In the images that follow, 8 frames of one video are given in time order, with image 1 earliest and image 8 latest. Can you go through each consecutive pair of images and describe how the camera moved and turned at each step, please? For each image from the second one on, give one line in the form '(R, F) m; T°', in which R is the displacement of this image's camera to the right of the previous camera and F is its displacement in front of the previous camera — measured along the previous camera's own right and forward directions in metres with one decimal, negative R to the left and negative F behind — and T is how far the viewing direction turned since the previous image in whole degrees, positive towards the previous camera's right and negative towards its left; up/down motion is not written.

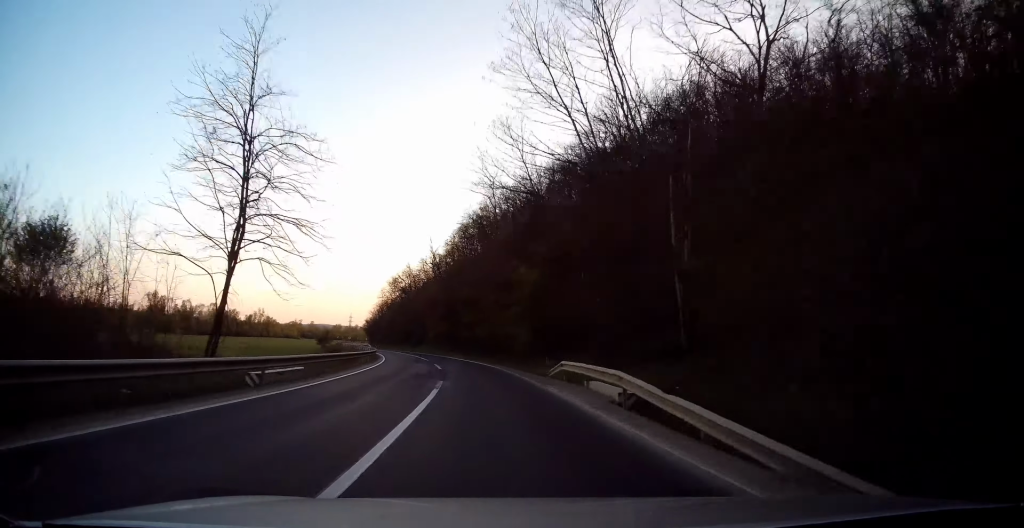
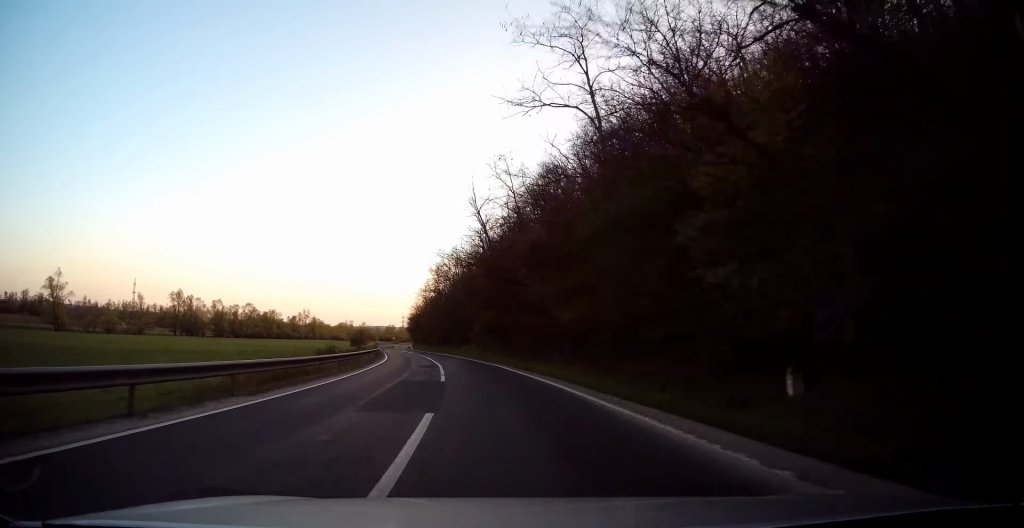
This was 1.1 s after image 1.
(-1.8, +27.1) m; -7°
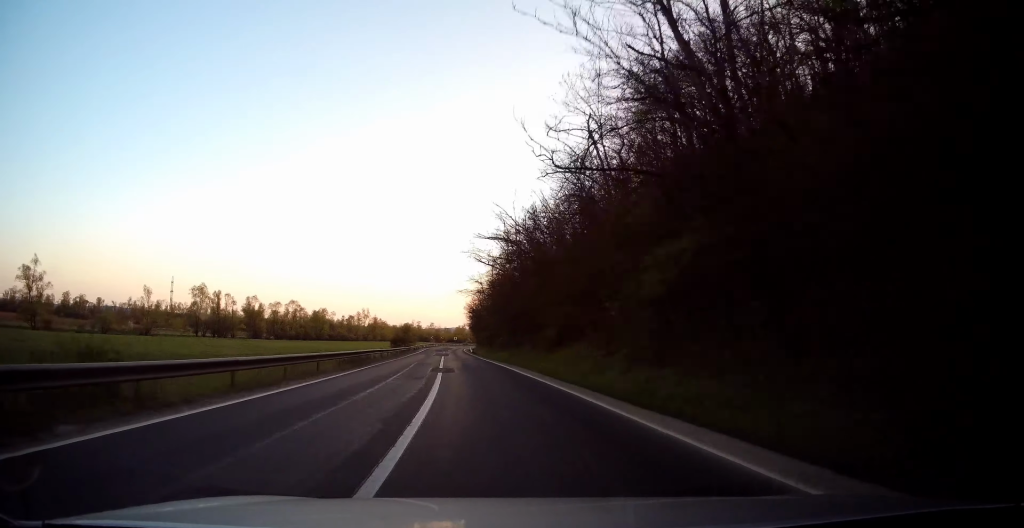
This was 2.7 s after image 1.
(-3.3, +41.3) m; -8°
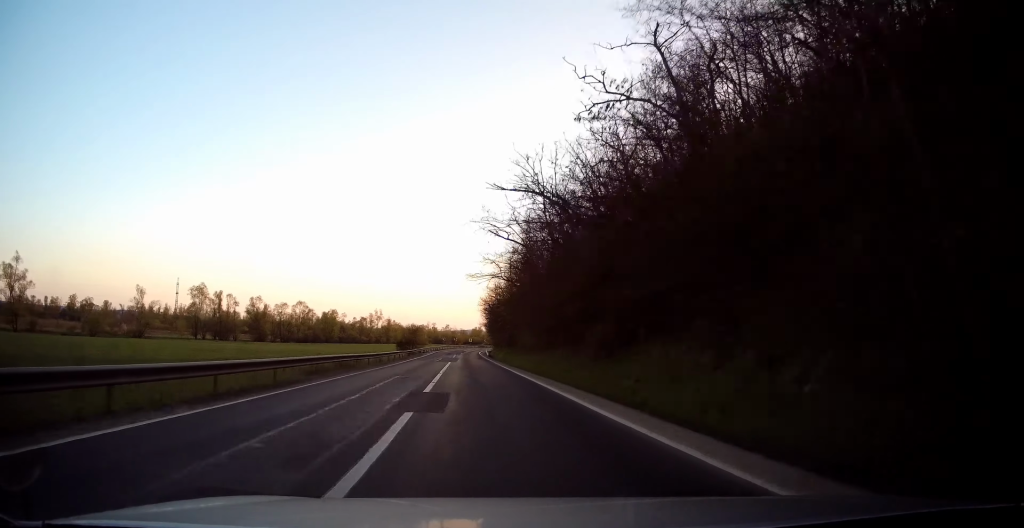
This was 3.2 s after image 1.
(-0.2, +13.0) m; -2°
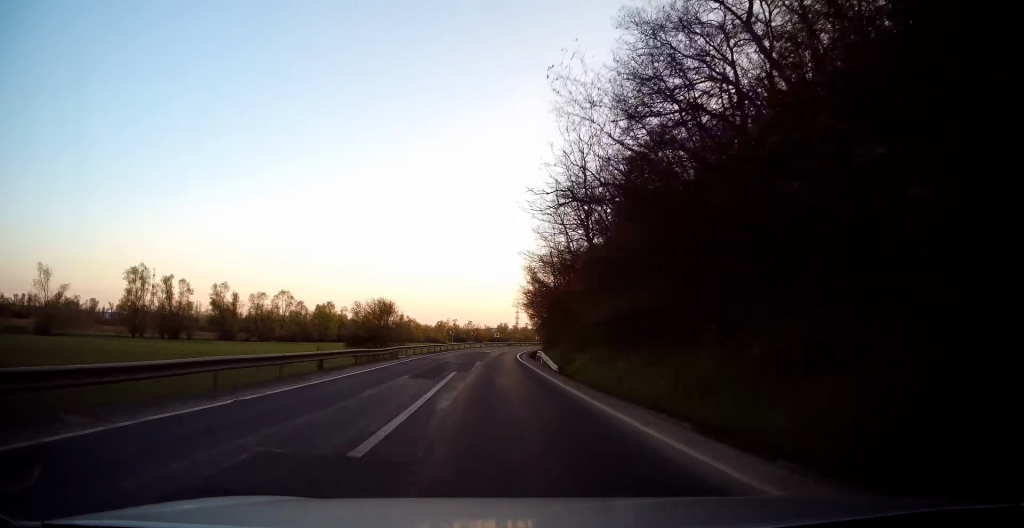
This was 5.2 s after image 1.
(-3.3, +53.4) m; -5°
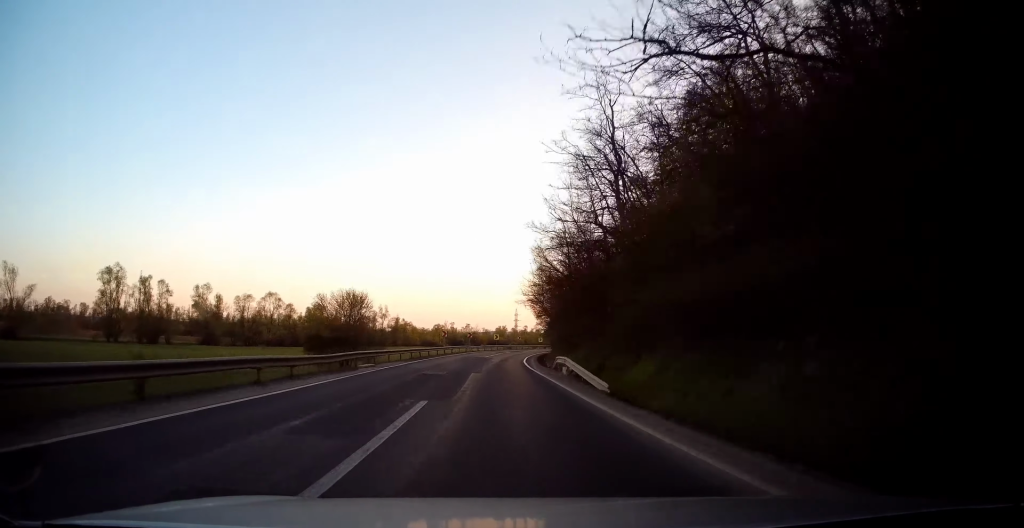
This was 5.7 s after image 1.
(+0.1, +11.1) m; 0°
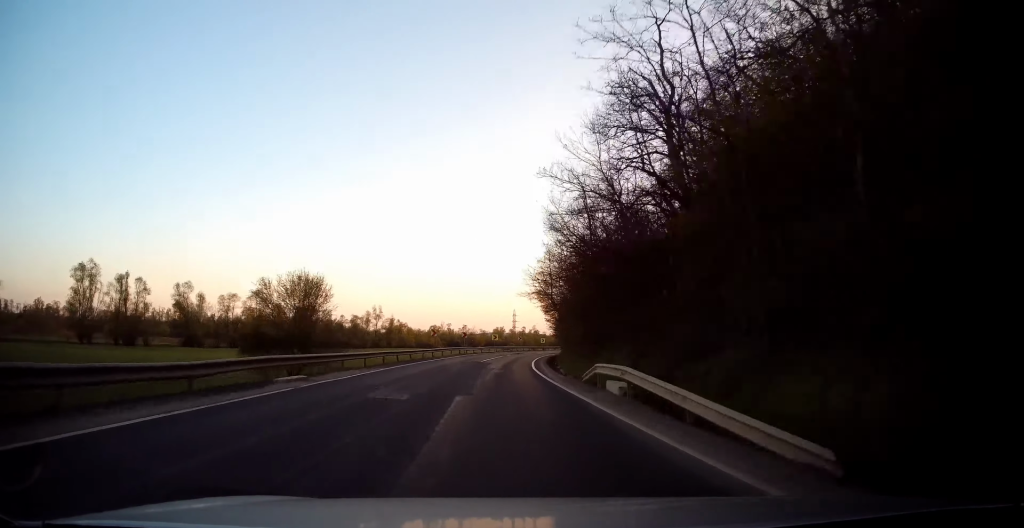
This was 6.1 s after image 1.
(0.0, +10.2) m; 0°
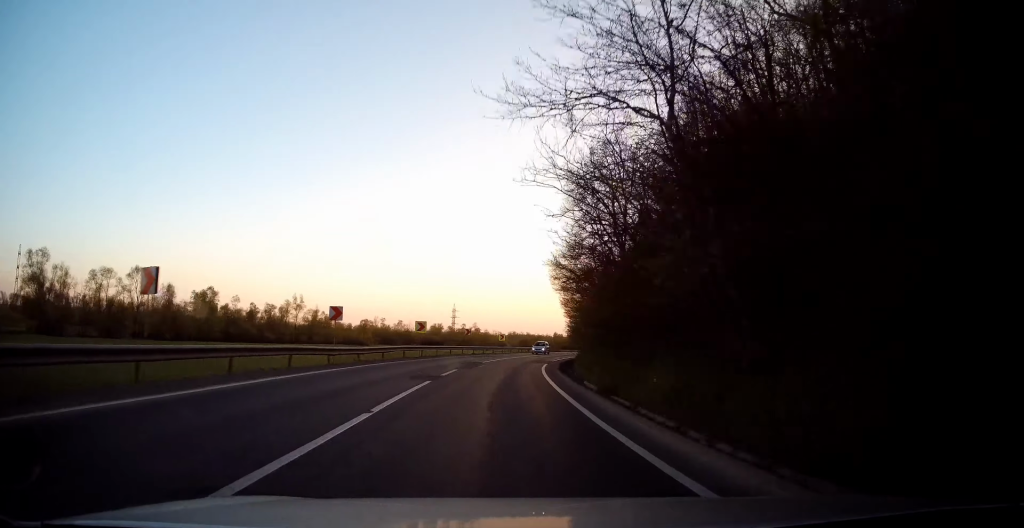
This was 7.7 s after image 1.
(+1.0, +39.8) m; +5°
